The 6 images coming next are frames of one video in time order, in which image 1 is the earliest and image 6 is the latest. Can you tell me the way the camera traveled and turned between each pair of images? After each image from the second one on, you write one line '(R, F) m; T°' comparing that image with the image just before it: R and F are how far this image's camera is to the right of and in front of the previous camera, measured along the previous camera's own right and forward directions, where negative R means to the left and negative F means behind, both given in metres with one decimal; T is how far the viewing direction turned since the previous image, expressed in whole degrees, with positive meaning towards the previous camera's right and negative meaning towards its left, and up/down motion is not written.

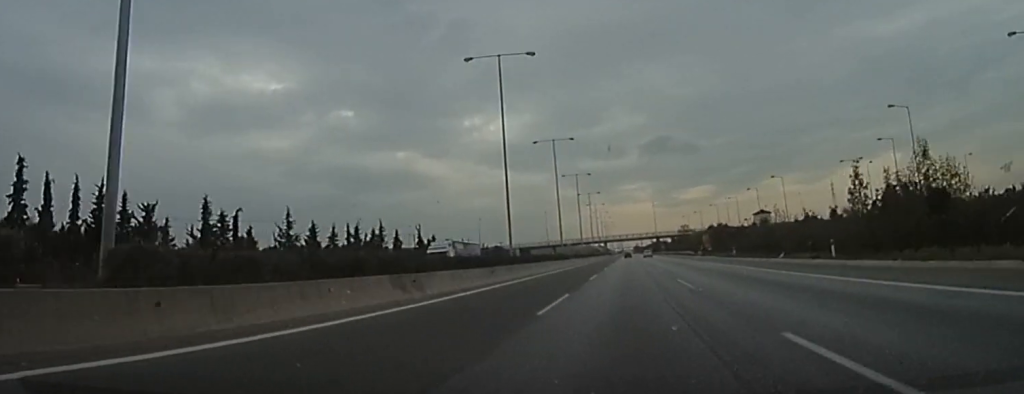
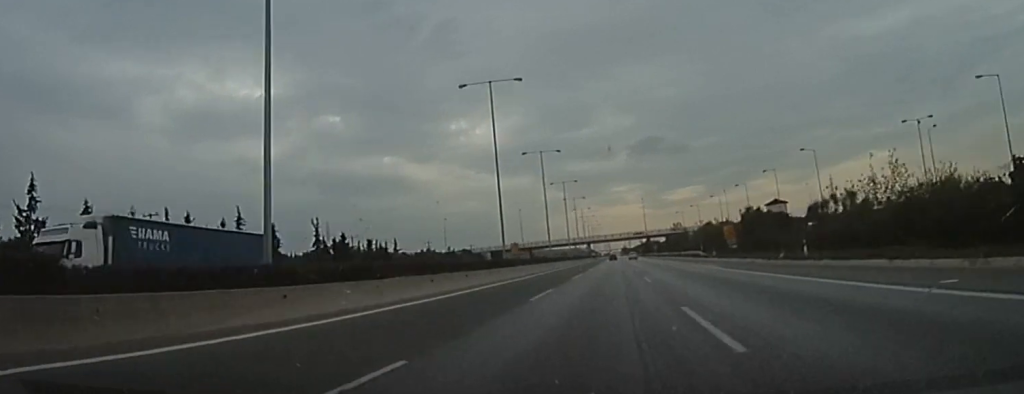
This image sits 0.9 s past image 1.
(0.0, +30.8) m; 0°
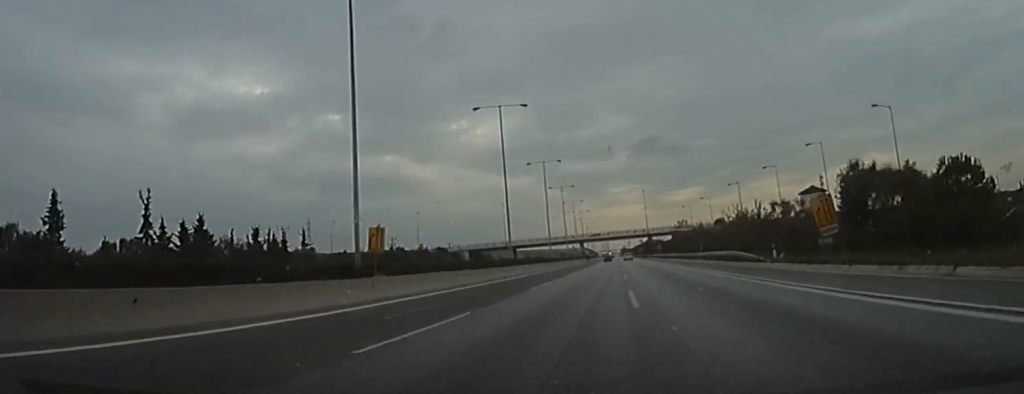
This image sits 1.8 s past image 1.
(0.0, +27.9) m; 0°
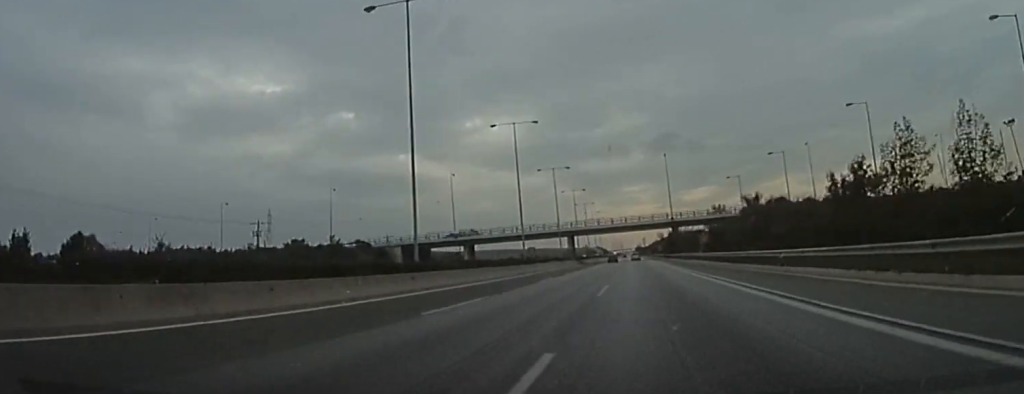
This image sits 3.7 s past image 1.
(0.0, +63.5) m; 0°
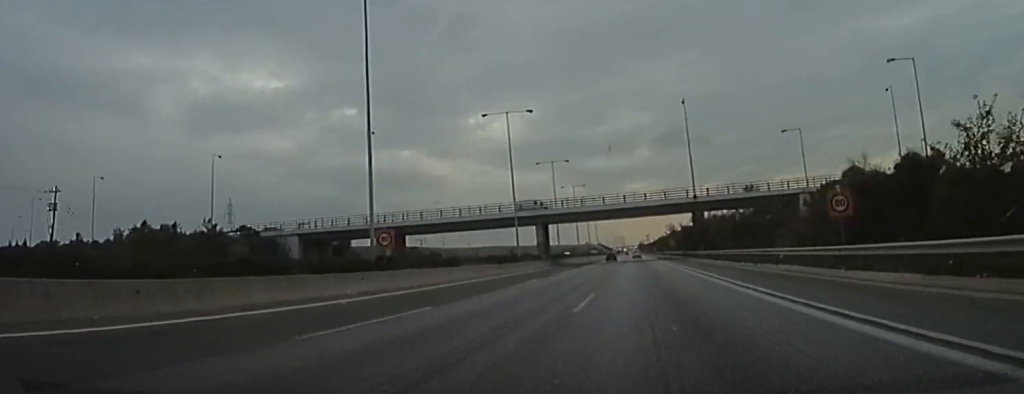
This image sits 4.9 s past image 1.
(0.0, +40.6) m; 0°
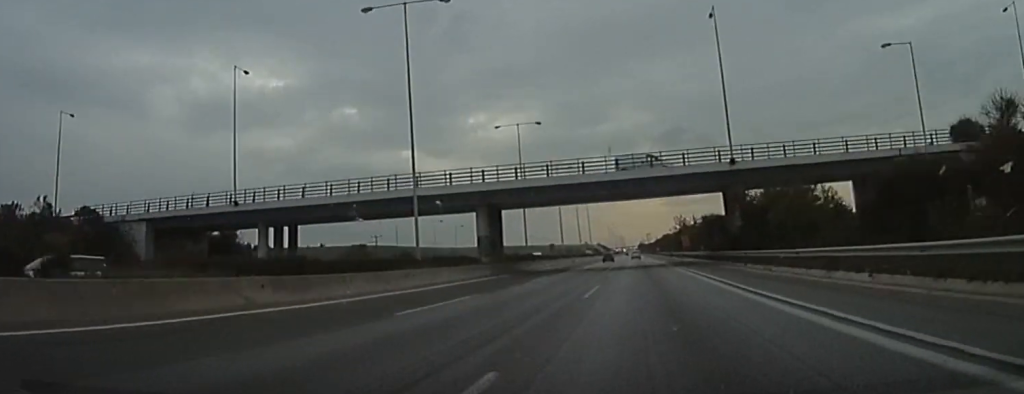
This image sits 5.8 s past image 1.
(0.0, +29.6) m; 0°
